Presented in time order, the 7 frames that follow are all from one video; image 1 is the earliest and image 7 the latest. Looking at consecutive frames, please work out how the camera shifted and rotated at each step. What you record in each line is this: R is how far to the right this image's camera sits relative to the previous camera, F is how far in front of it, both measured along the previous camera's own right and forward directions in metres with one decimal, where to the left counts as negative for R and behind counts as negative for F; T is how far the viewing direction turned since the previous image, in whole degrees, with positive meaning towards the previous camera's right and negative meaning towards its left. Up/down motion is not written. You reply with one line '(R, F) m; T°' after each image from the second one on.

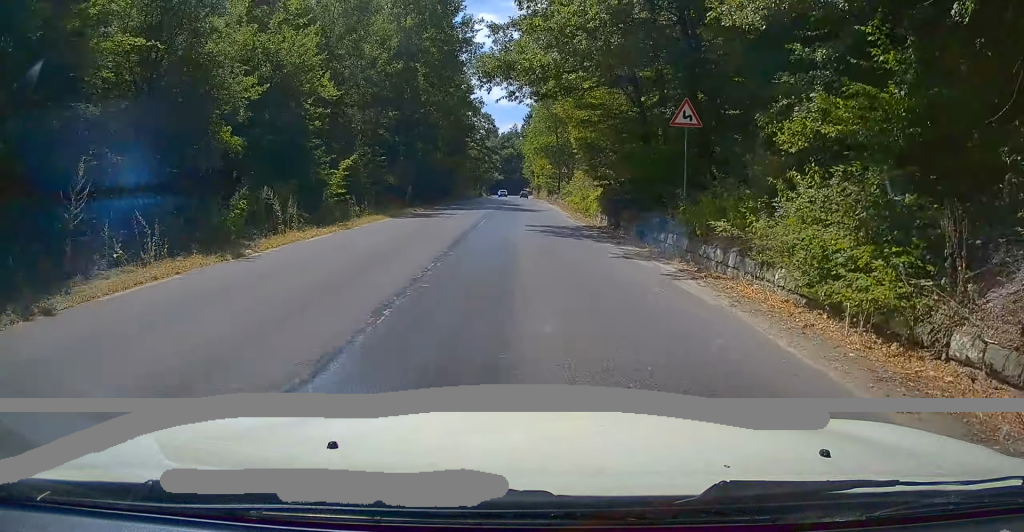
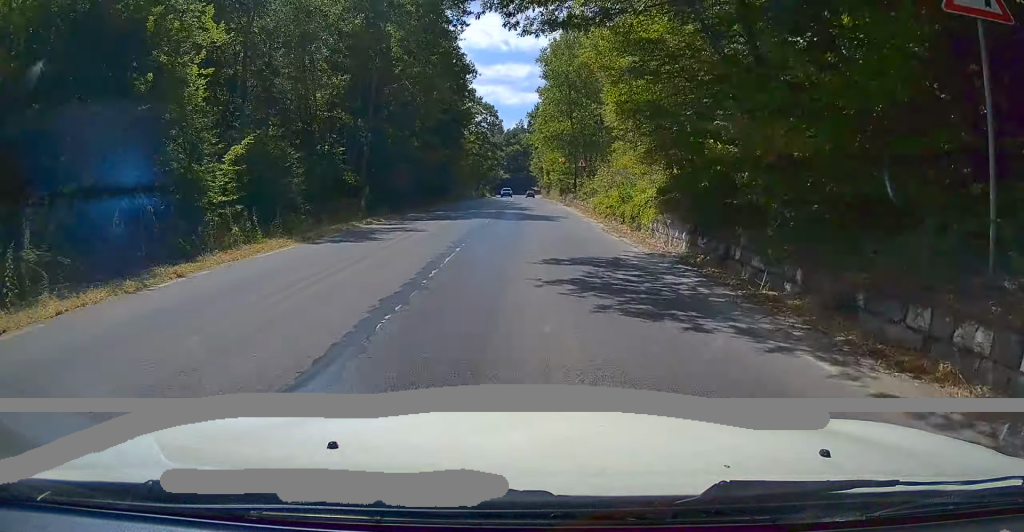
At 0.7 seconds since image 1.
(-0.1, +11.4) m; -4°
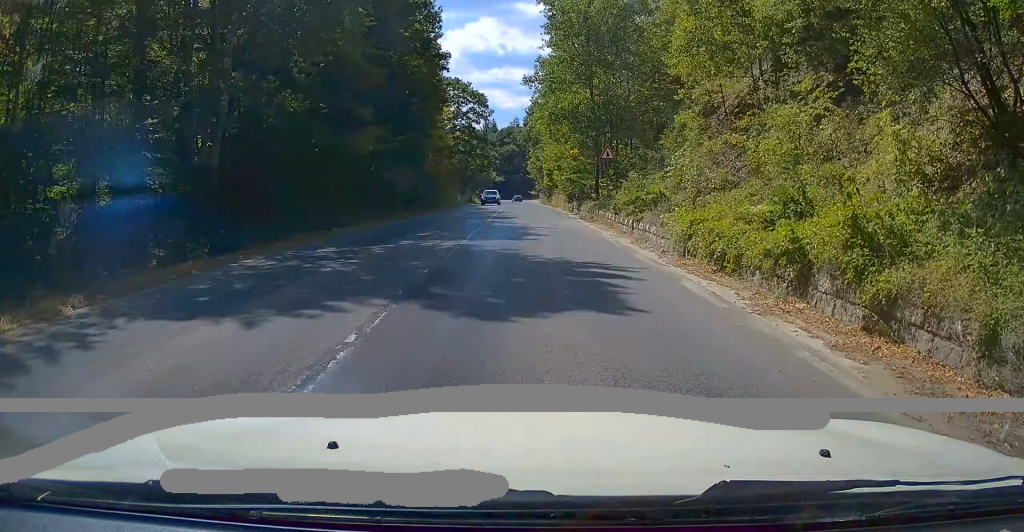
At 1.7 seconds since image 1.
(-1.1, +16.8) m; -6°
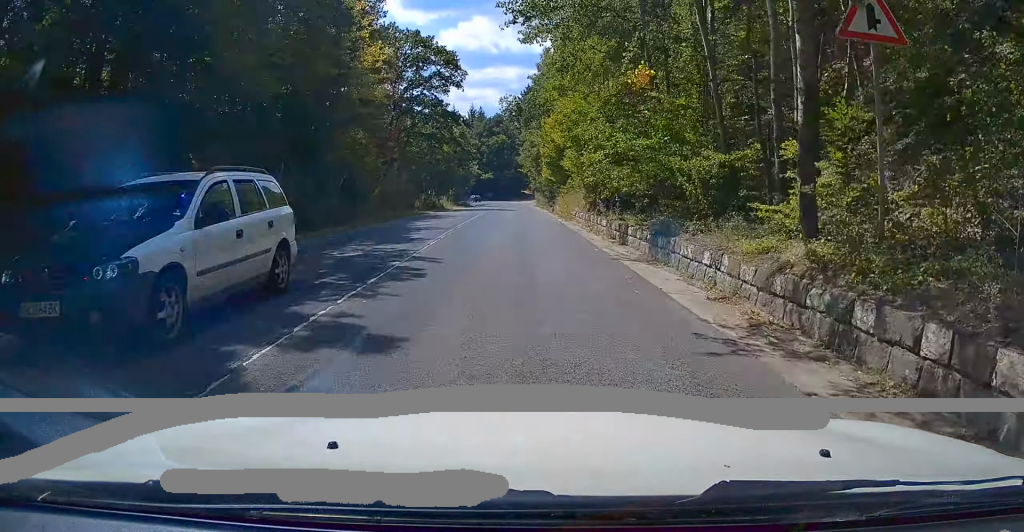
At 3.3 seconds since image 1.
(-0.4, +24.7) m; 0°
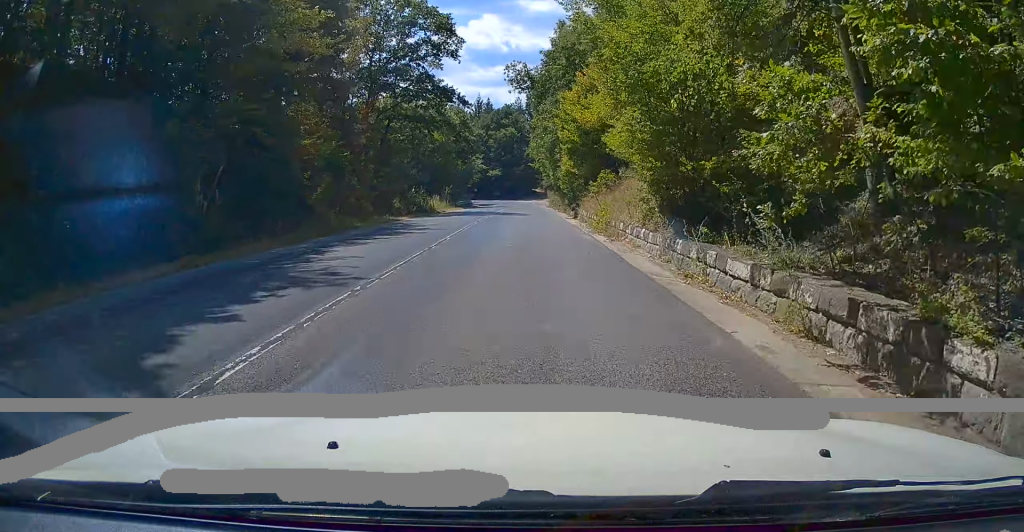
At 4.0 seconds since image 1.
(+0.1, +11.9) m; +1°
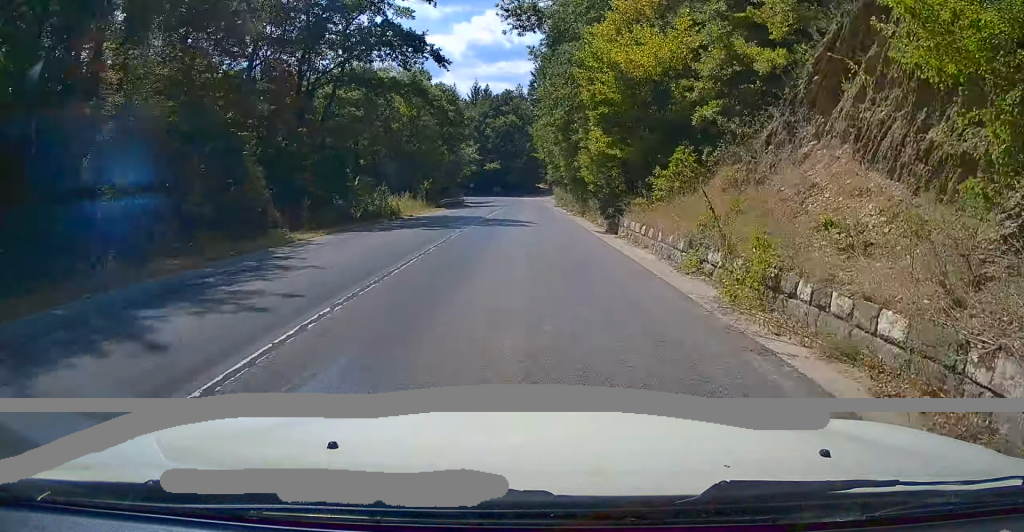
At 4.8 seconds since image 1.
(0.0, +13.6) m; 0°
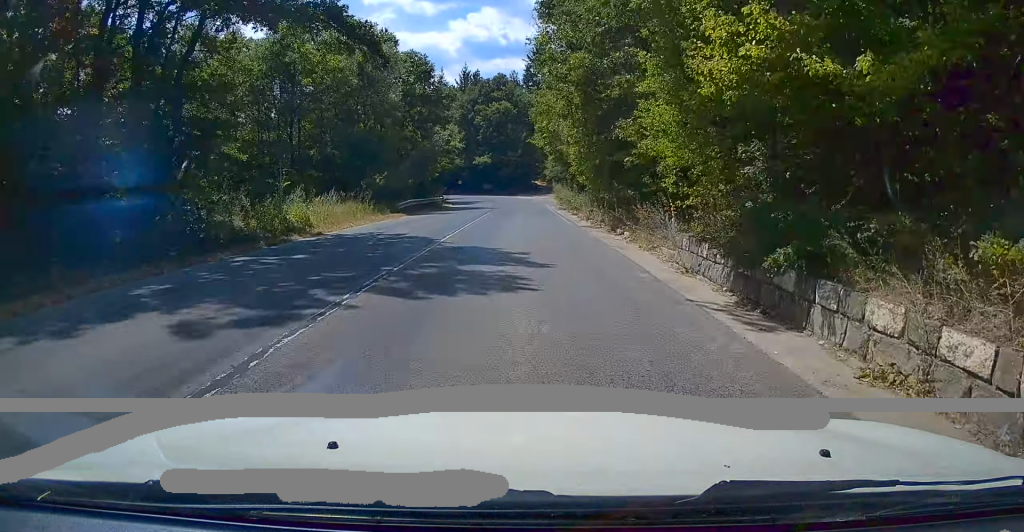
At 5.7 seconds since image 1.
(-0.1, +13.6) m; -1°
